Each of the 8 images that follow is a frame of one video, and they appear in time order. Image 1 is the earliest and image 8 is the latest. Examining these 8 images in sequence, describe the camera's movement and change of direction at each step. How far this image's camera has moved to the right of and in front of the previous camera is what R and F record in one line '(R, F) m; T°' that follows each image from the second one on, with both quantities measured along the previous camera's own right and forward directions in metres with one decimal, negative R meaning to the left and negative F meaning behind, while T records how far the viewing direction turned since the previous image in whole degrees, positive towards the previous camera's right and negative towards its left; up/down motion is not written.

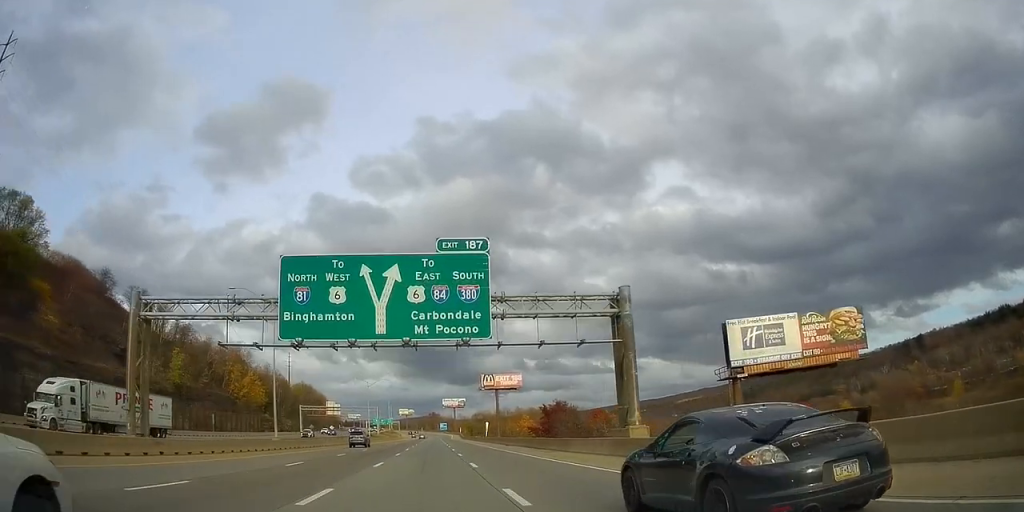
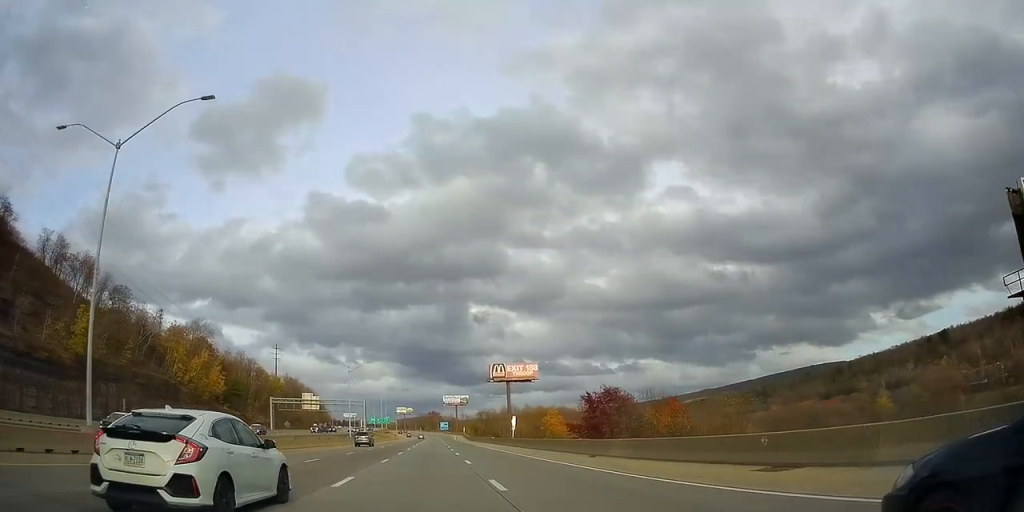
(+0.2, +33.6) m; 0°
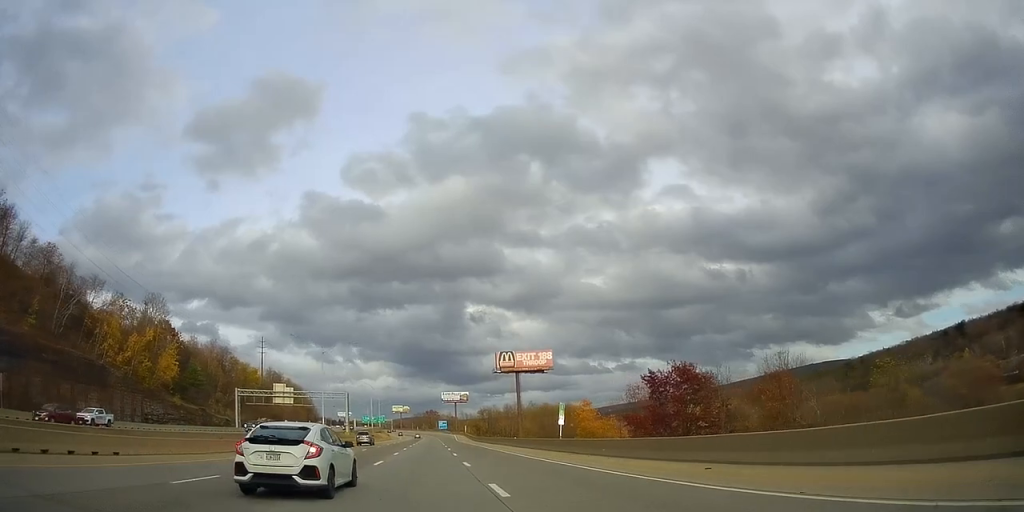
(-0.2, +25.8) m; 0°
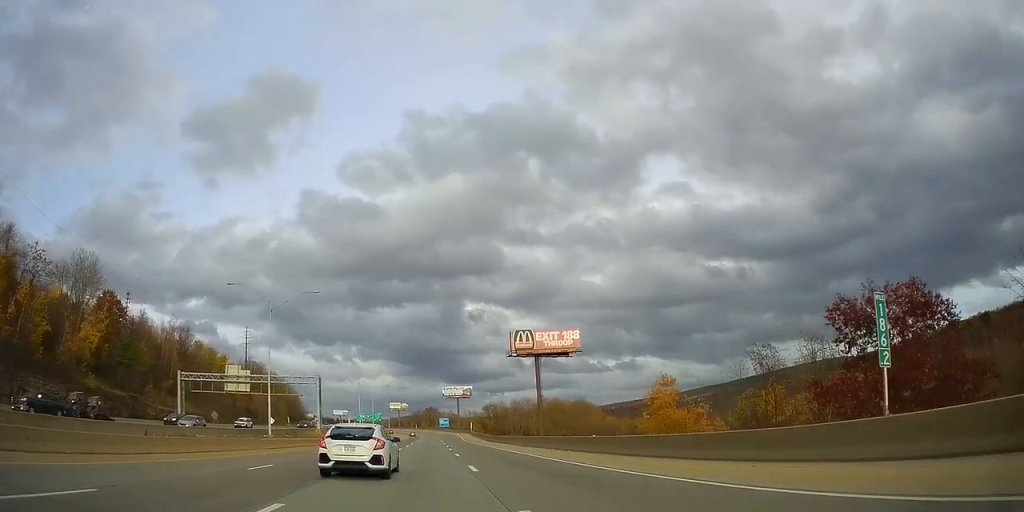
(+0.1, +30.2) m; 0°
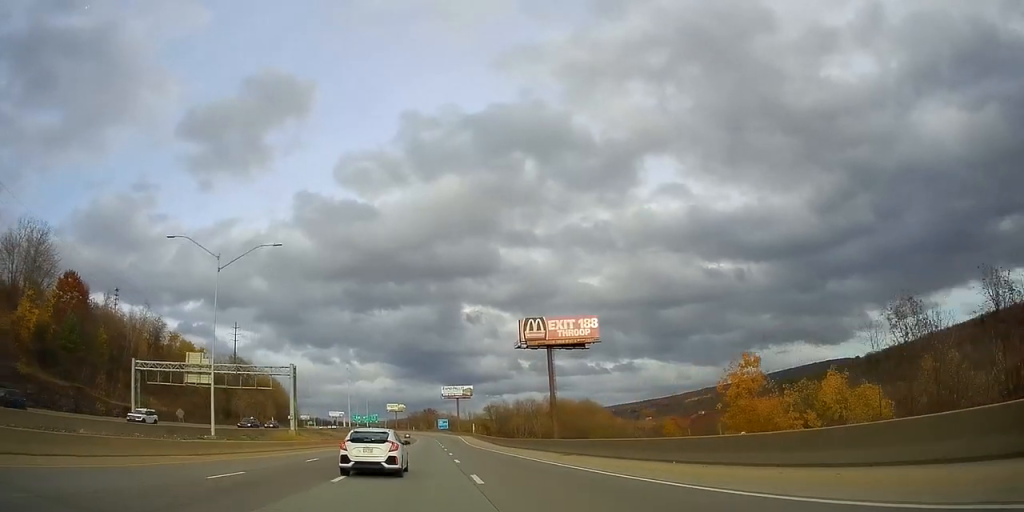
(+0.2, +15.8) m; 0°
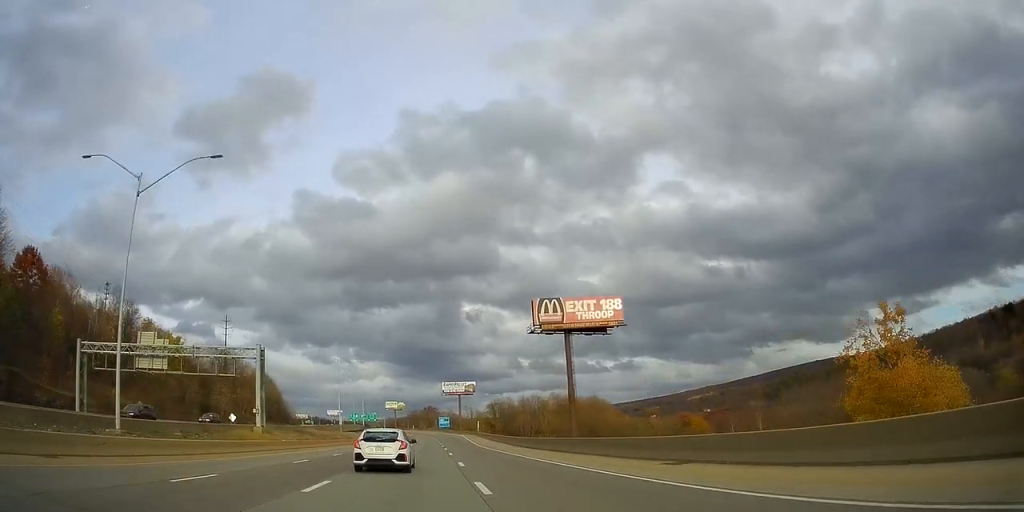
(-0.1, +14.9) m; 0°
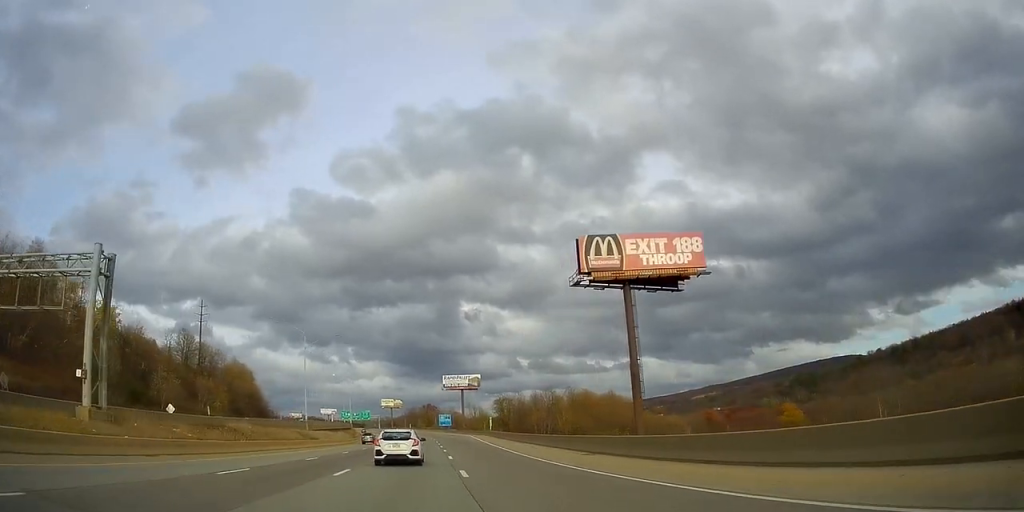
(0.0, +31.7) m; 0°
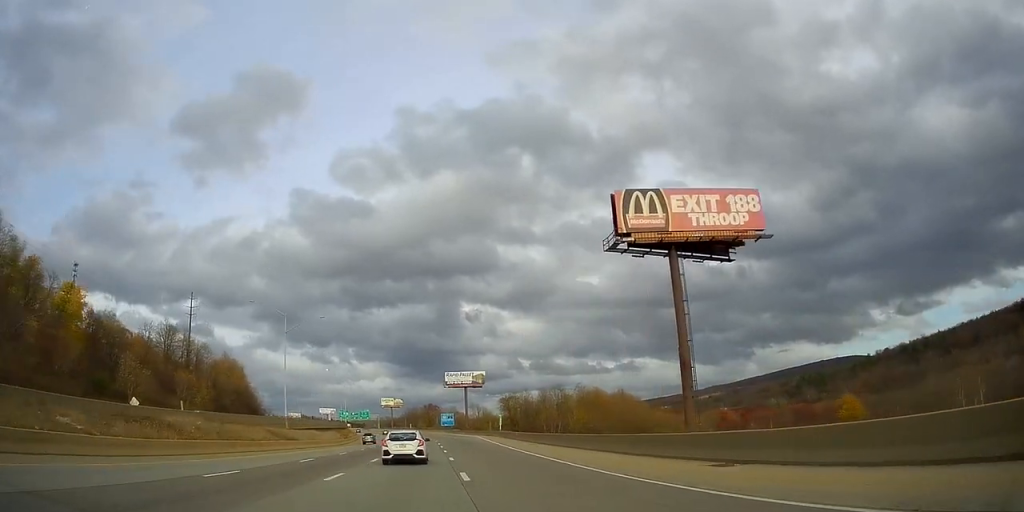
(0.0, +13.3) m; 0°
